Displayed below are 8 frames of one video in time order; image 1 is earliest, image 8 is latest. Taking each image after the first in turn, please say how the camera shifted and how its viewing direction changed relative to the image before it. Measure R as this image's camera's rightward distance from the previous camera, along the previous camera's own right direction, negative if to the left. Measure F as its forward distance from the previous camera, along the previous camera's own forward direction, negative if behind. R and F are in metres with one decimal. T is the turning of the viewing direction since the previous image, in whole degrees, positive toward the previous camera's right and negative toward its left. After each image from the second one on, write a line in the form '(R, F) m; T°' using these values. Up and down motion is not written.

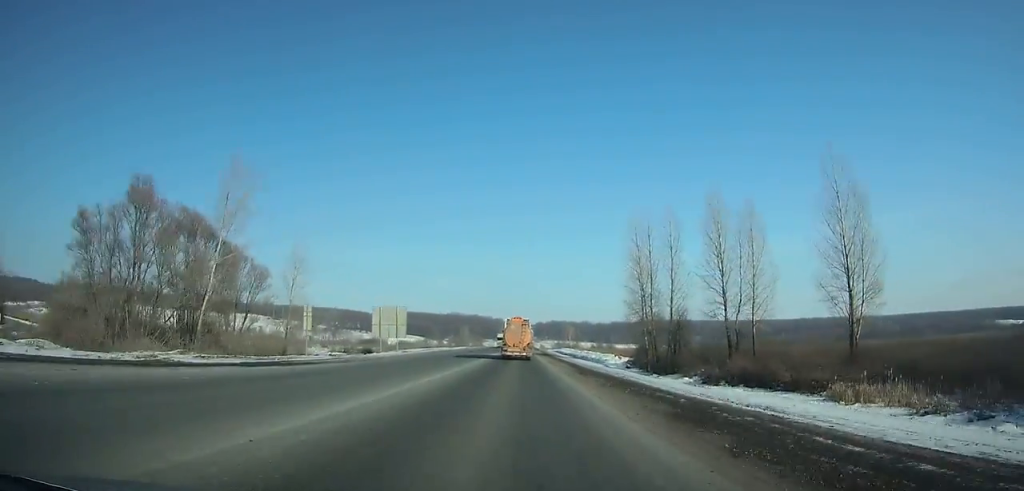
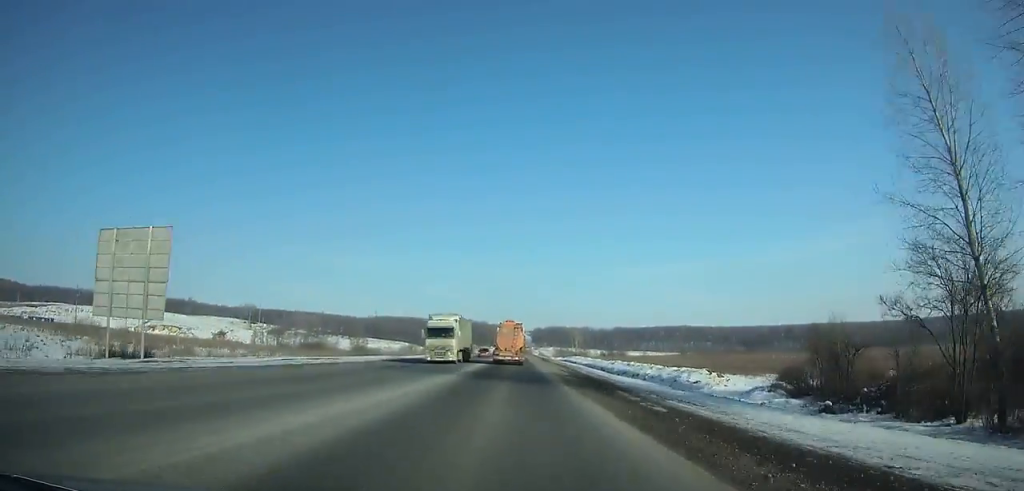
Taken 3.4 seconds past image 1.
(+0.3, +56.2) m; 0°
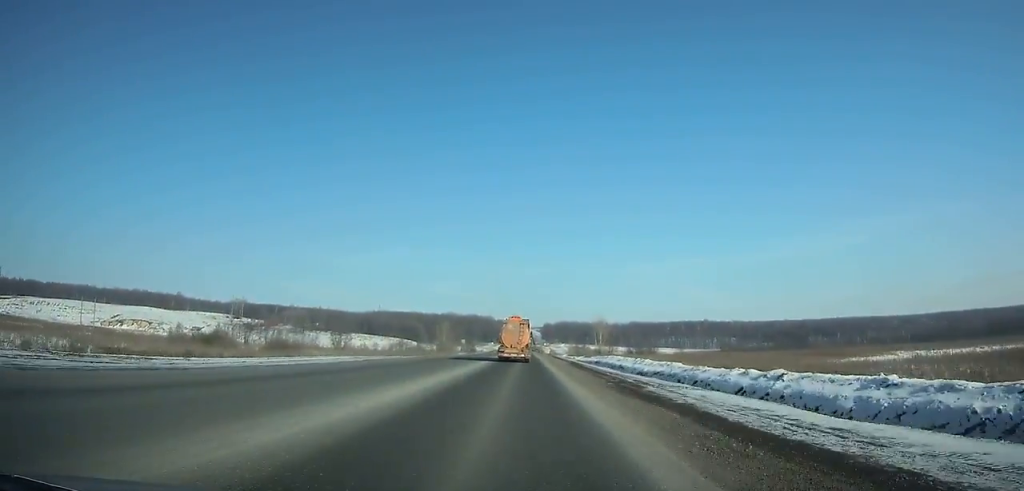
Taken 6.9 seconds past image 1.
(-0.1, +59.5) m; 0°
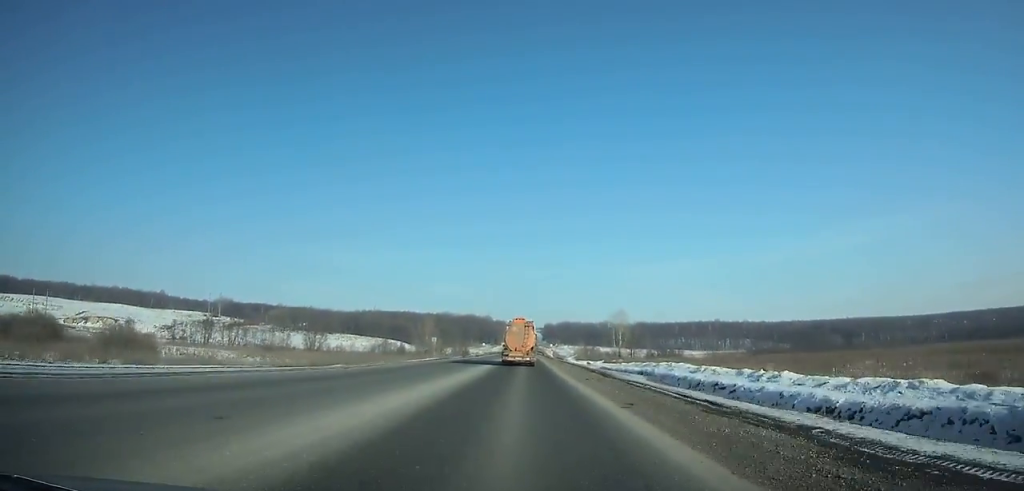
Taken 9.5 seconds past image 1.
(-0.3, +44.5) m; 0°
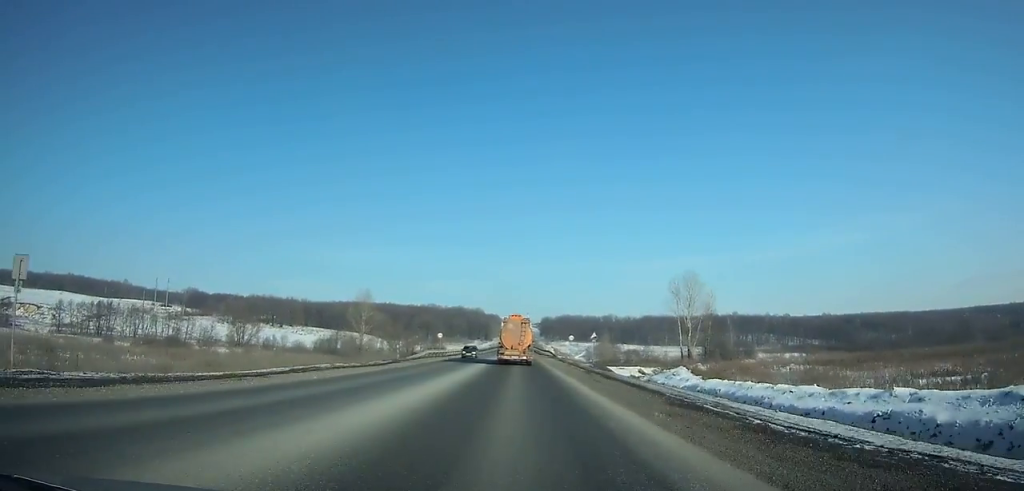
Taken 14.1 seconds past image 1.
(+0.2, +79.1) m; 0°
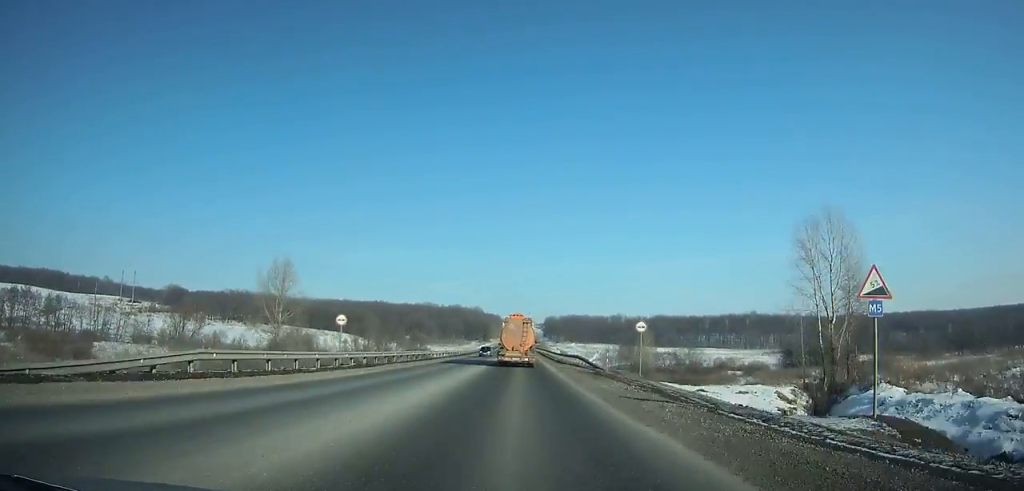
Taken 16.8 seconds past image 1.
(0.0, +46.6) m; 0°
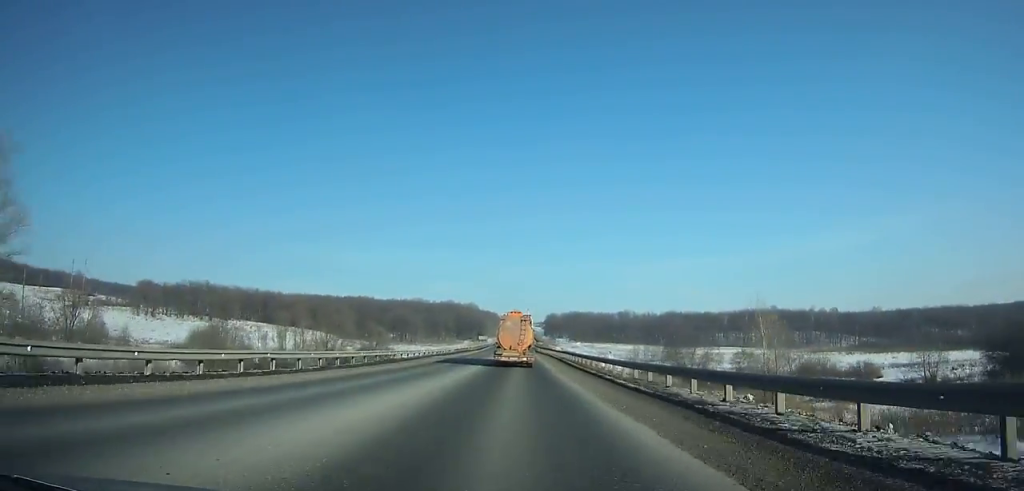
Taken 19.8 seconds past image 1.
(0.0, +52.0) m; 0°
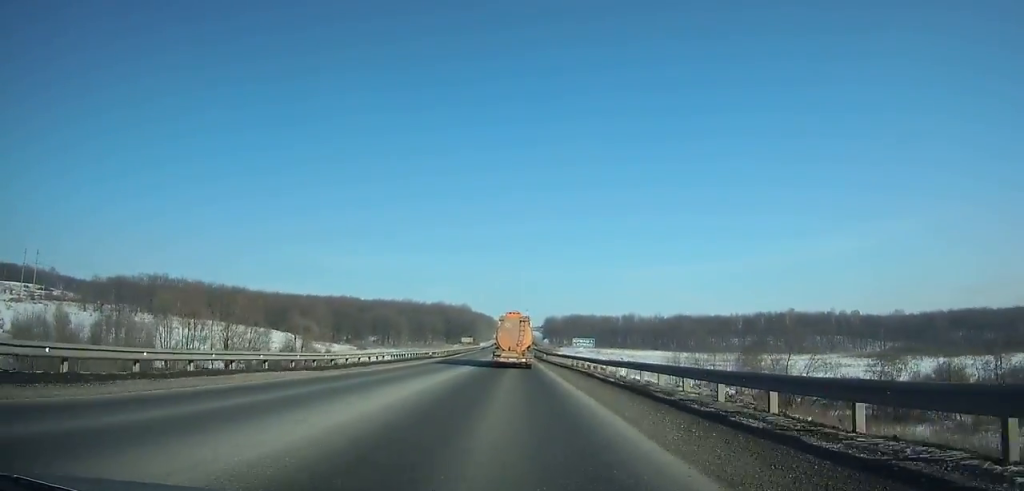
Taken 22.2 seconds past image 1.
(0.0, +42.2) m; 0°
